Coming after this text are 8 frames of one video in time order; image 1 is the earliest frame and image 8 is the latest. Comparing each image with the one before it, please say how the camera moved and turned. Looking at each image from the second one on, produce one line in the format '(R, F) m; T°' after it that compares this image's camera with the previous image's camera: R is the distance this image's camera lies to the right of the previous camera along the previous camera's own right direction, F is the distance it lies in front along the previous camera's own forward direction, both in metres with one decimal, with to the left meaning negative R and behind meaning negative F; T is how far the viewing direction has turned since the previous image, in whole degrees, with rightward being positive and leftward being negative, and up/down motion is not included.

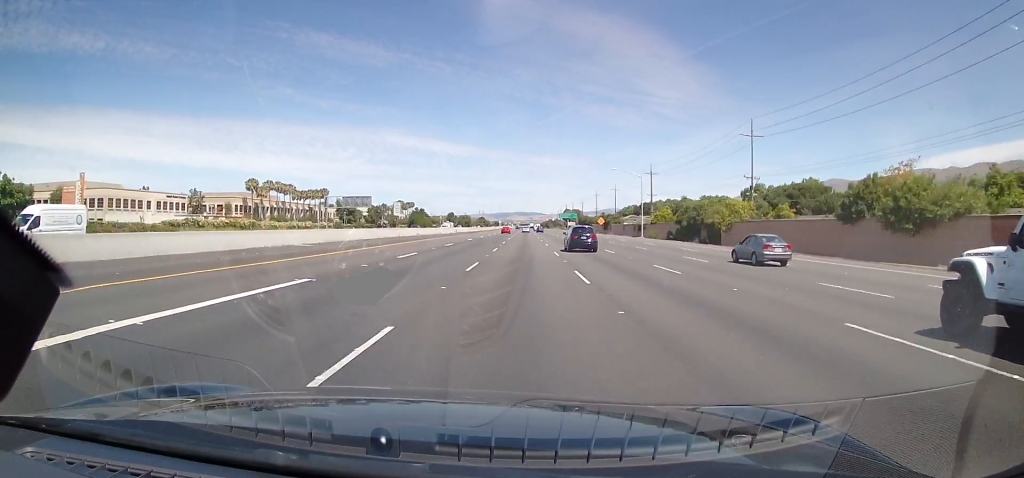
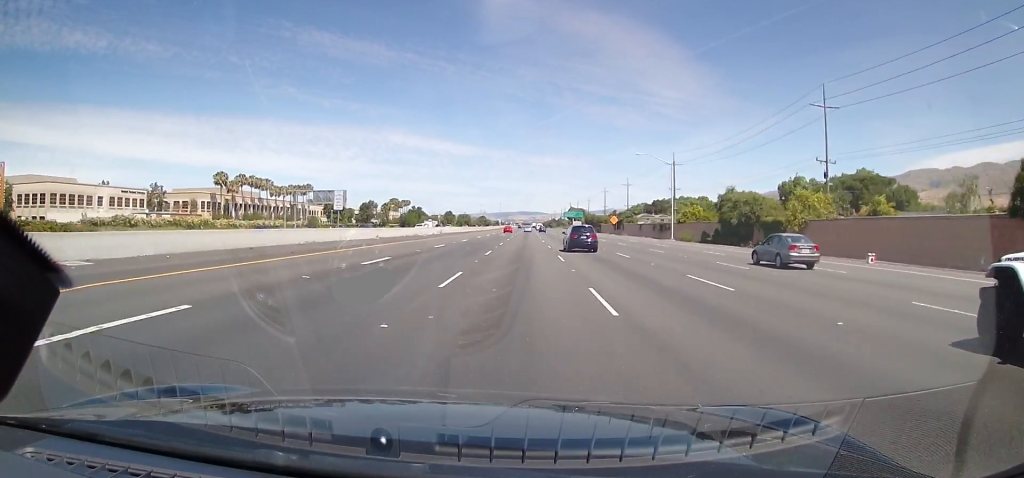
(-0.1, +20.6) m; 0°
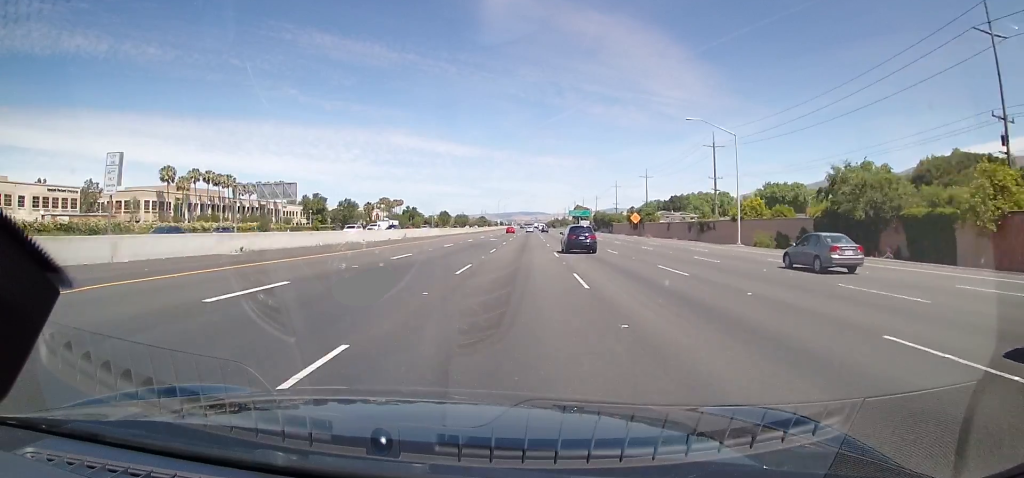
(+0.3, +26.3) m; 0°
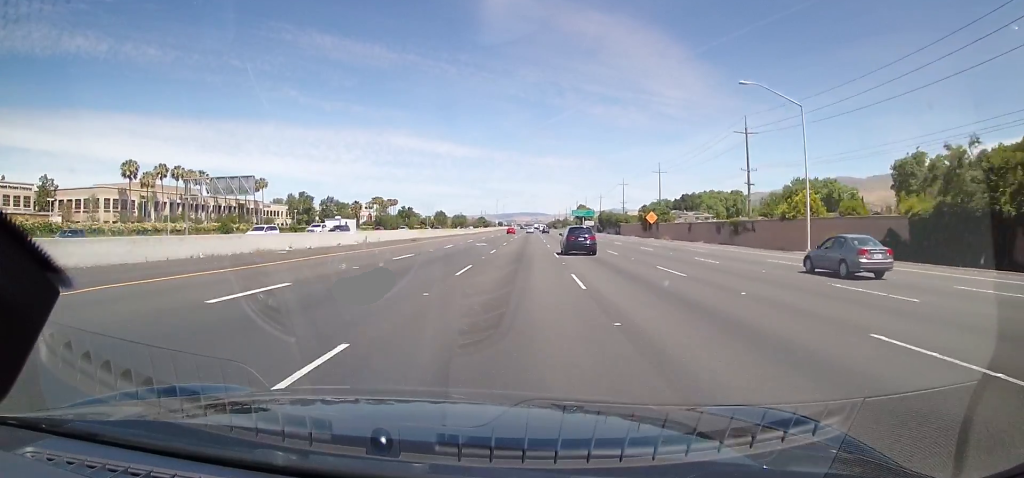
(-0.2, +14.9) m; 0°
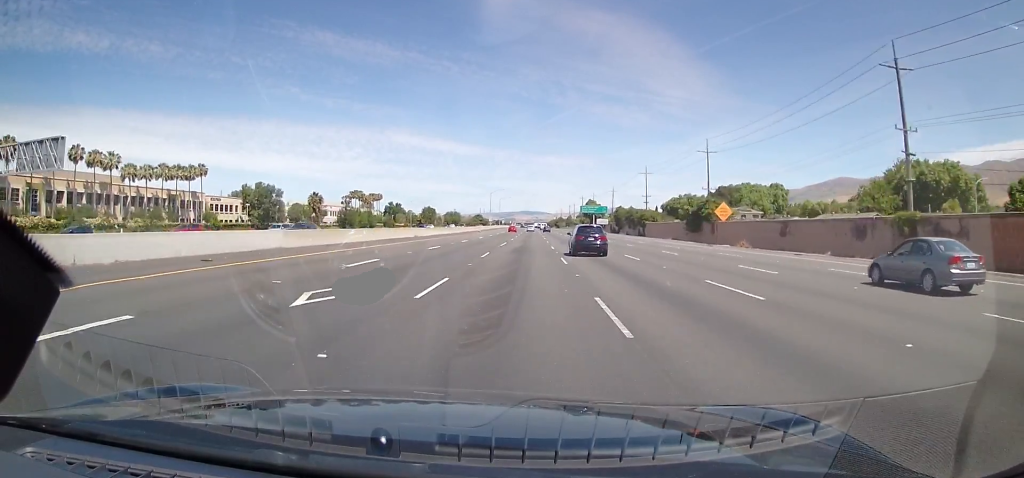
(-0.3, +36.7) m; 0°
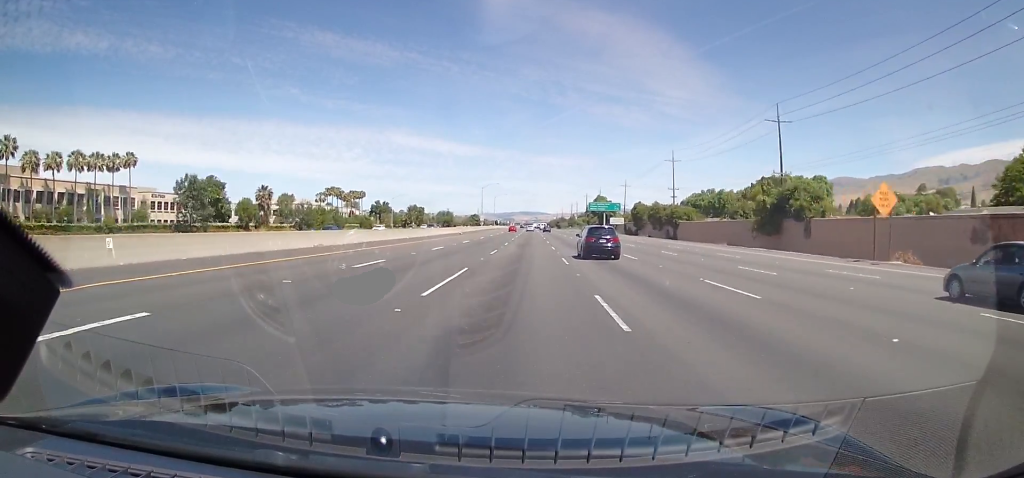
(0.0, +30.0) m; 0°
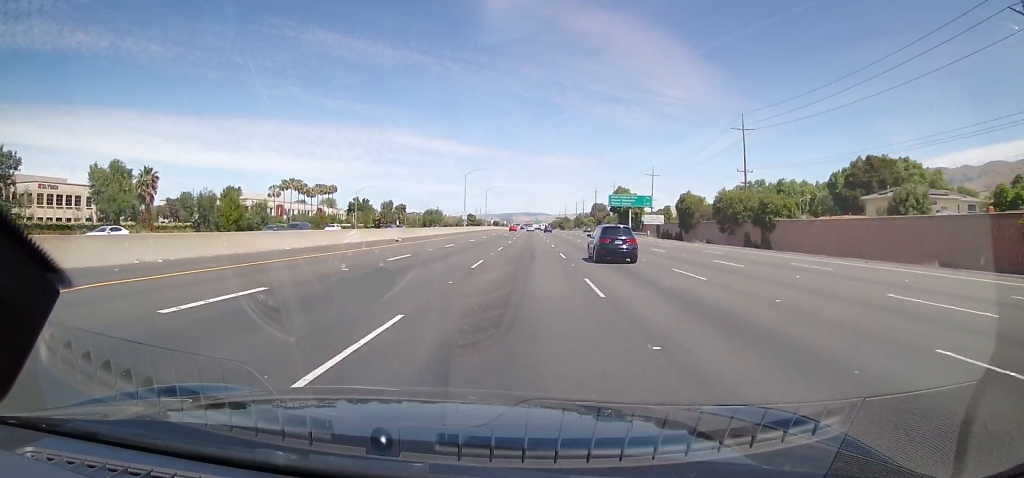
(0.0, +41.5) m; 0°
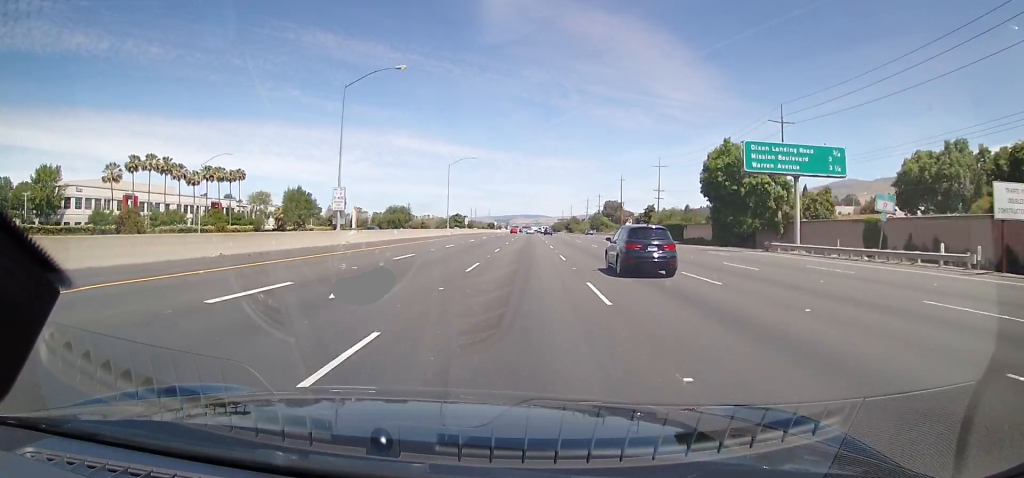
(+0.3, +77.7) m; 0°
